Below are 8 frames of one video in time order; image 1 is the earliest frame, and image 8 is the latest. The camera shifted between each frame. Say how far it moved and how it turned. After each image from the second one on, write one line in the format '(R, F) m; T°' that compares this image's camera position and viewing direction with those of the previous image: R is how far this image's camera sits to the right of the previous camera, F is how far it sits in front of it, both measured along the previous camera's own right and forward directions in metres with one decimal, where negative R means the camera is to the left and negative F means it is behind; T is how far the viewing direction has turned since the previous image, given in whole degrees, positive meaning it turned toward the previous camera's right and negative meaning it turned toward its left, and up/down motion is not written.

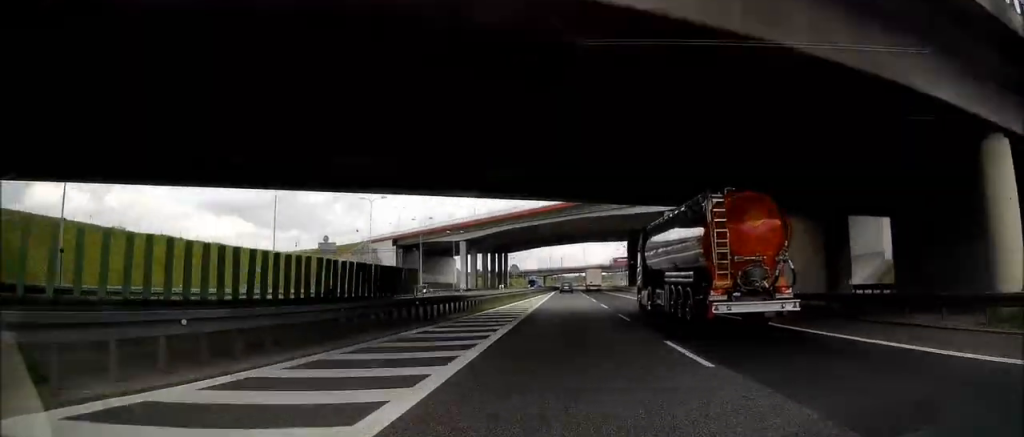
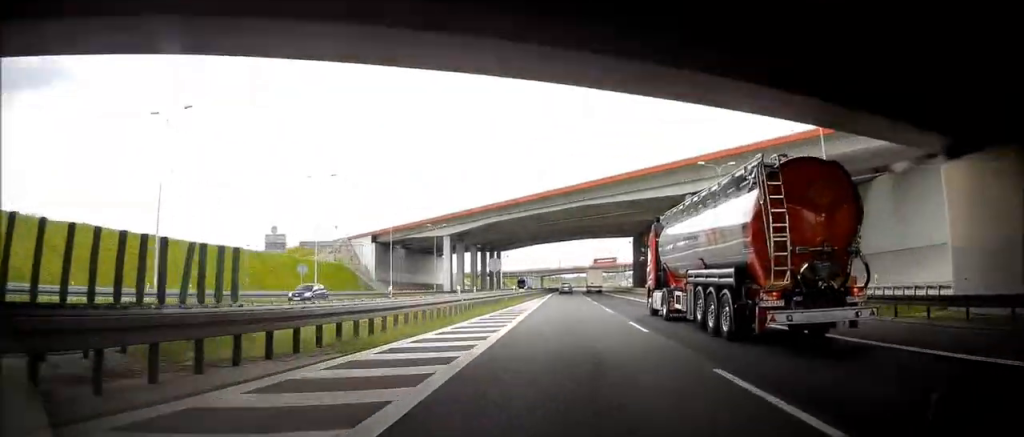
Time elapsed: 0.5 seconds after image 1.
(+0.2, +16.7) m; 0°
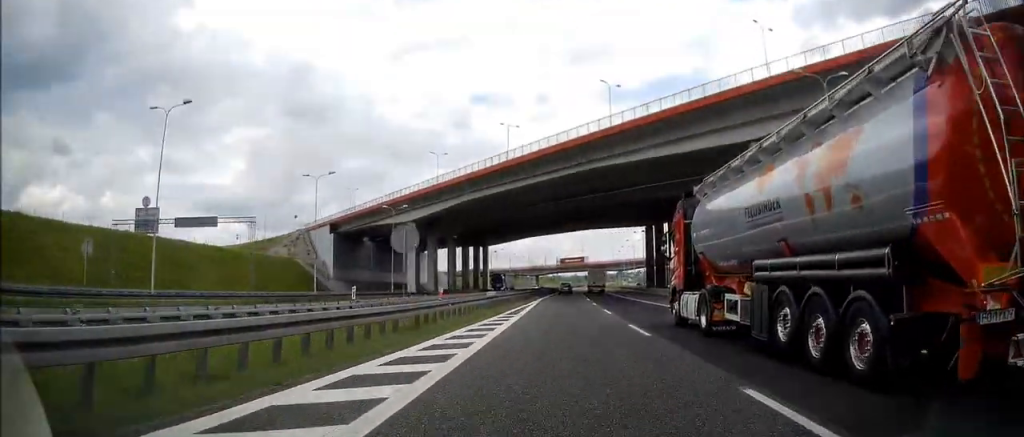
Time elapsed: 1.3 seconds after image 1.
(-0.2, +25.7) m; 0°
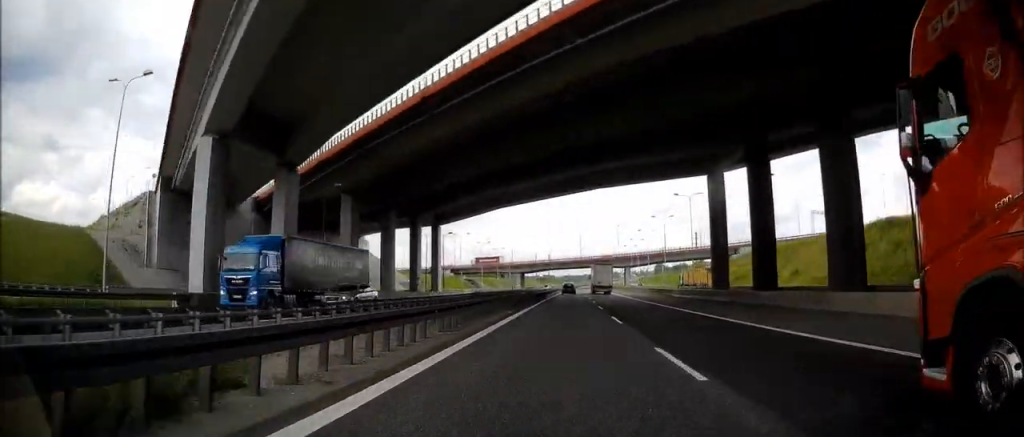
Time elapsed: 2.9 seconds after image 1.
(+0.4, +54.8) m; +1°
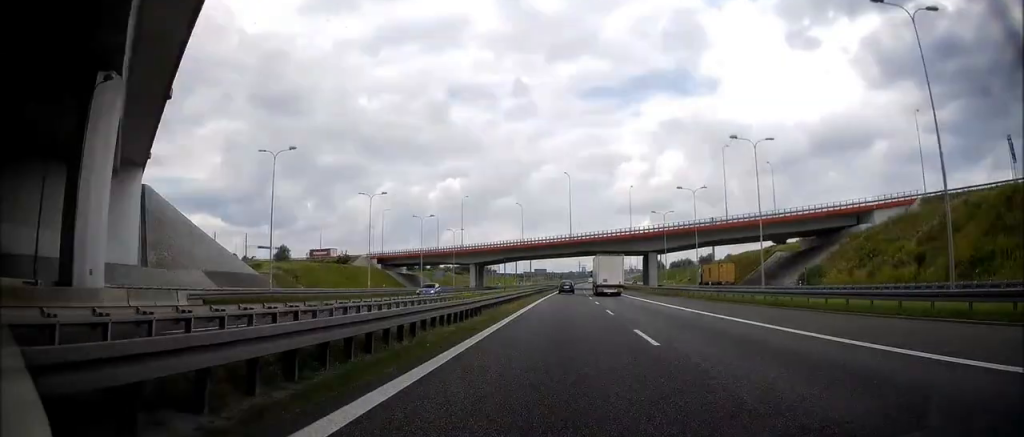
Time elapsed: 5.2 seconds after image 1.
(+0.4, +79.1) m; +1°
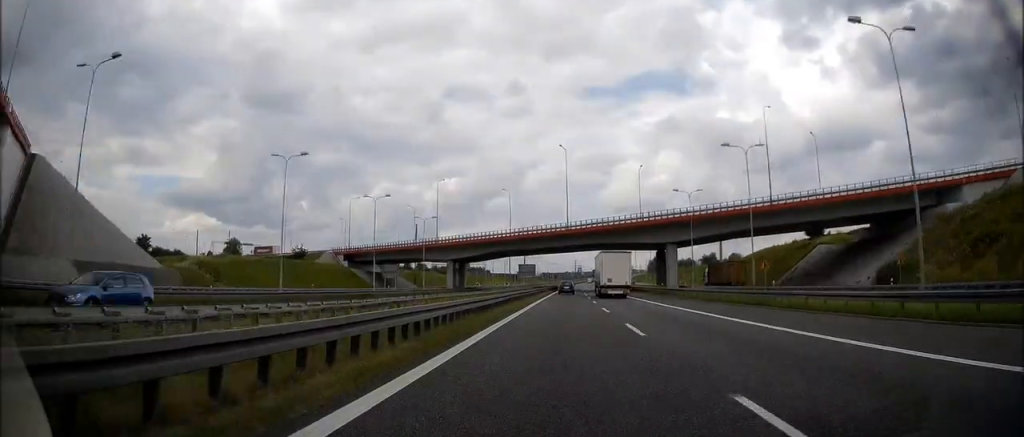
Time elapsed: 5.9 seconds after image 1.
(0.0, +22.8) m; +1°
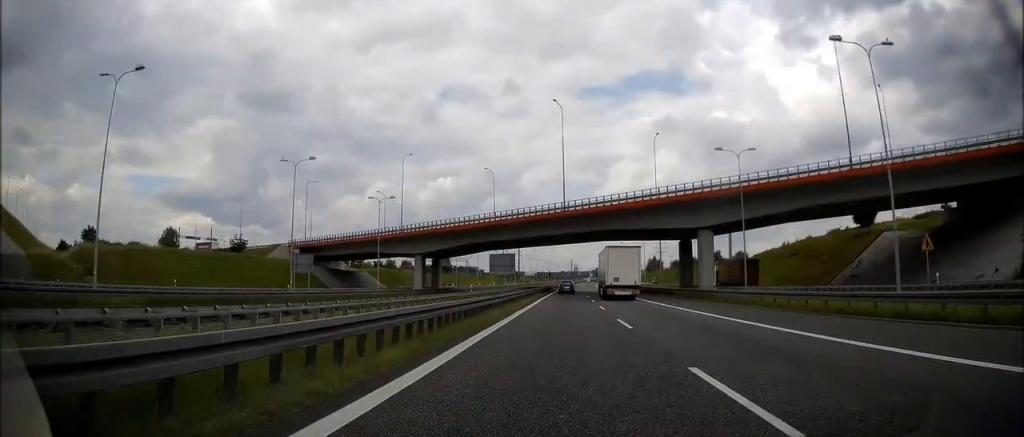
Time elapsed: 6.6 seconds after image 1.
(+0.2, +22.8) m; +1°
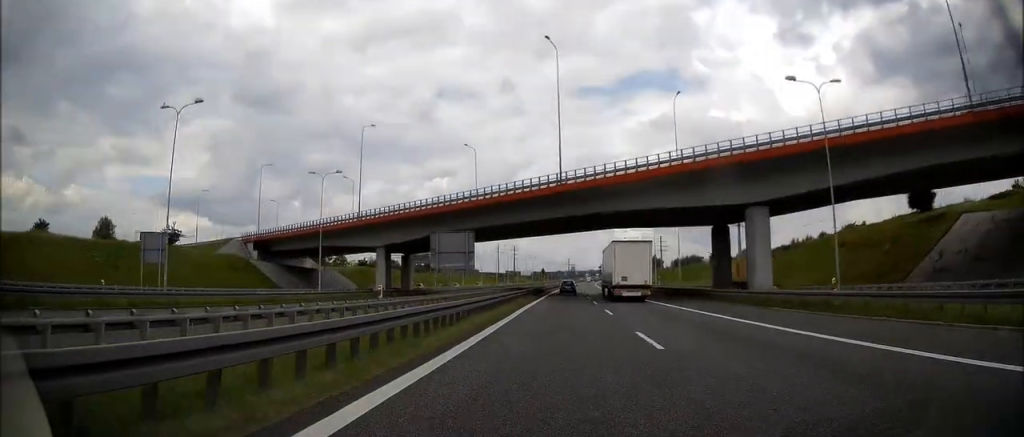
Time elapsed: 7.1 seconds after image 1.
(0.0, +18.3) m; 0°
